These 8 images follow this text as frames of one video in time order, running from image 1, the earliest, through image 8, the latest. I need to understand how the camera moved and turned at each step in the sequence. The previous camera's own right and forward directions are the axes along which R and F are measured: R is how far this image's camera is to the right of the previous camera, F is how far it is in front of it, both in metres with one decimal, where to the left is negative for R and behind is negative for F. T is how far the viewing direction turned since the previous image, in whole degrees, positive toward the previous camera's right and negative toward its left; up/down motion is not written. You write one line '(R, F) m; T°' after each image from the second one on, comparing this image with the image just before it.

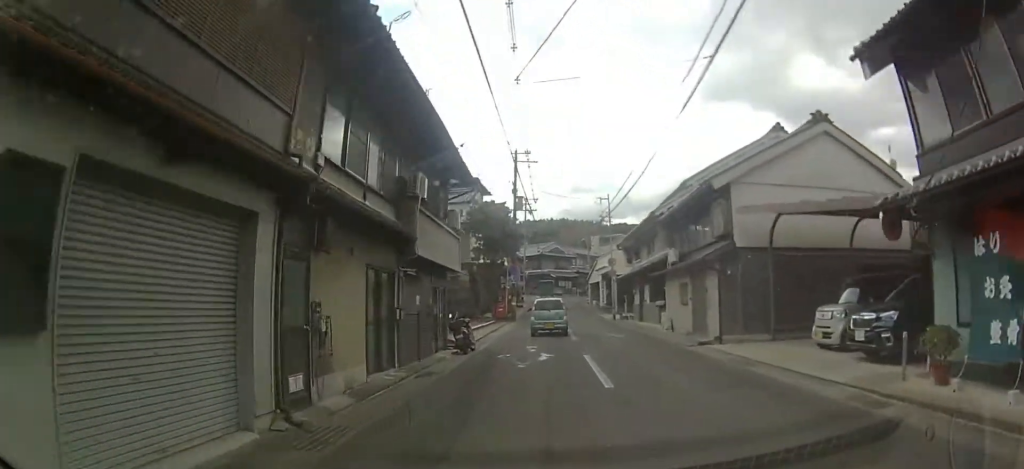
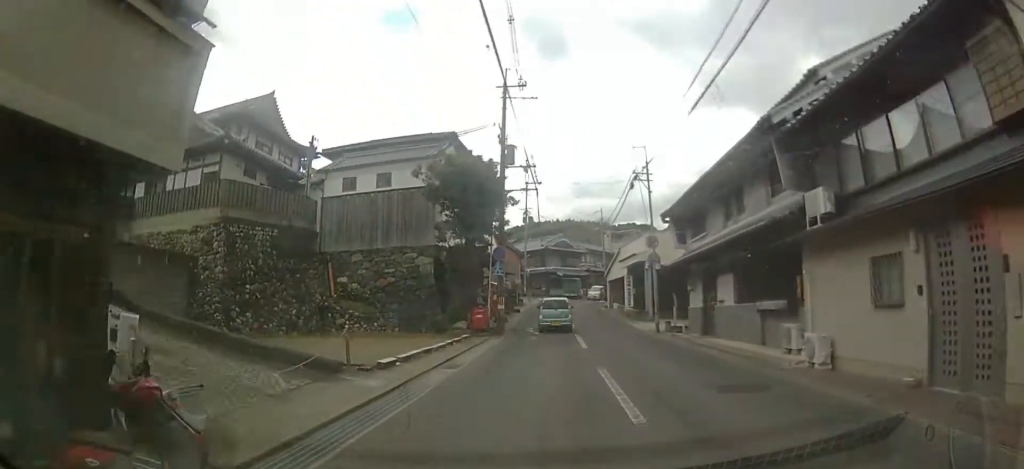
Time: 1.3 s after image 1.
(+0.1, +11.9) m; -1°
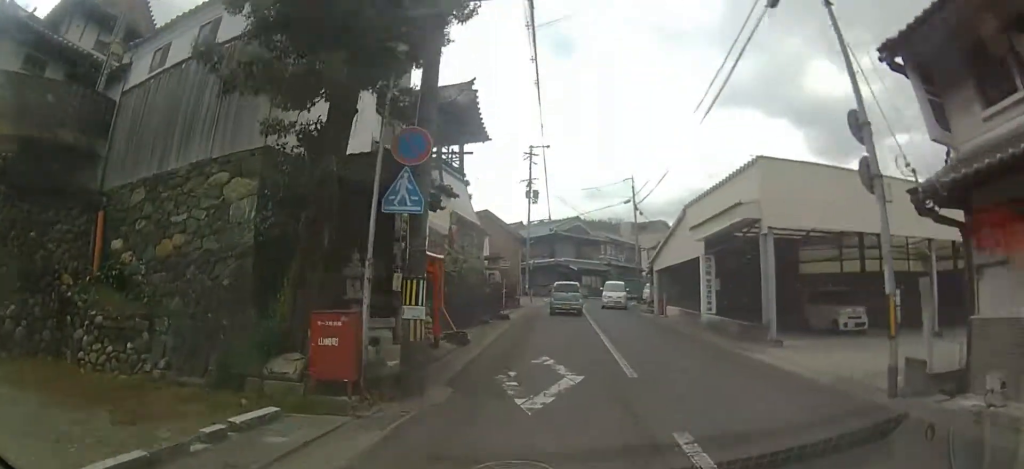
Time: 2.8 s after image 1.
(-0.2, +13.9) m; -1°
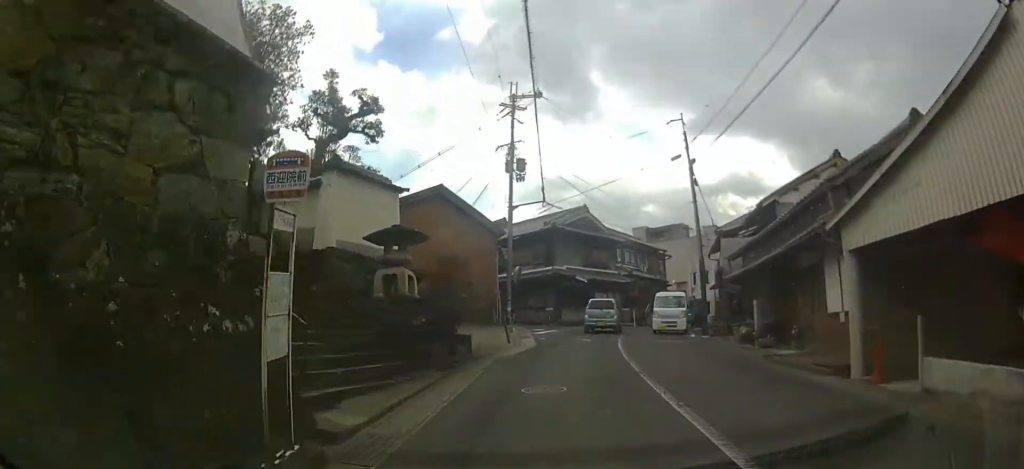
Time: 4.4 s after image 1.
(-0.7, +16.7) m; -3°
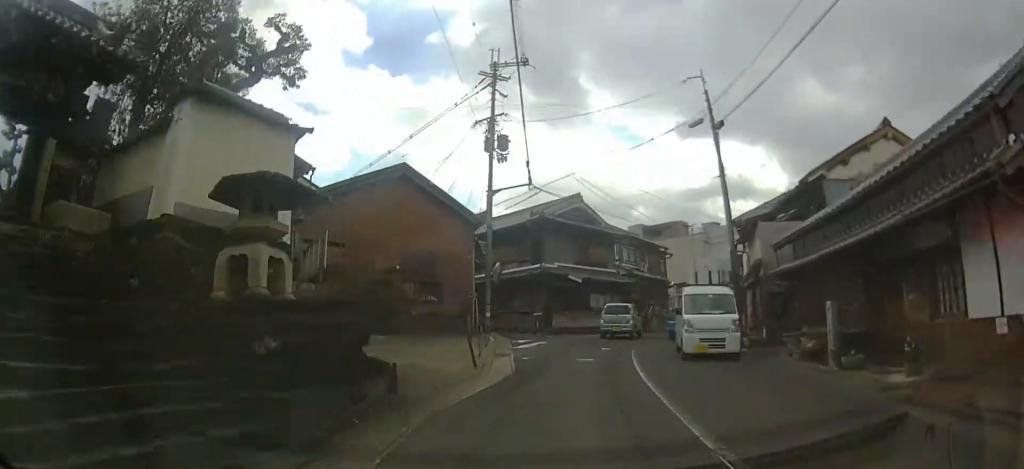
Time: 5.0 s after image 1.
(-0.2, +5.6) m; 0°
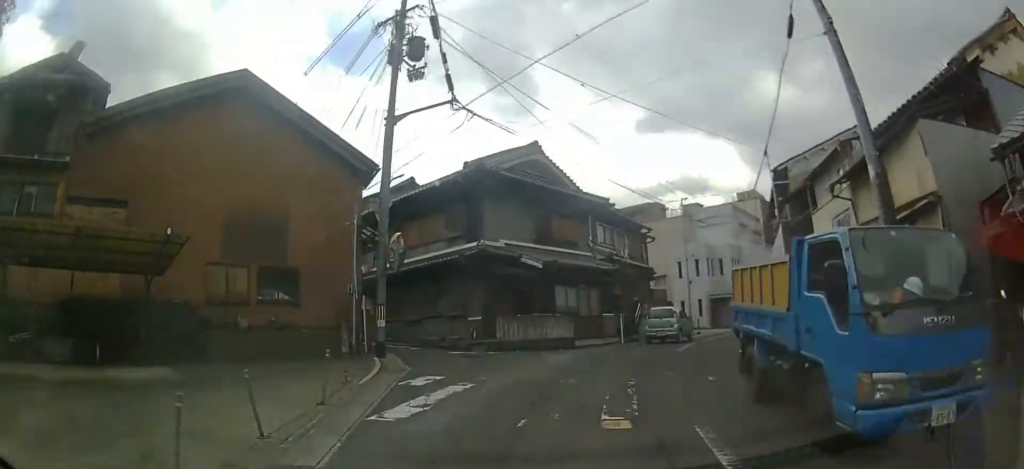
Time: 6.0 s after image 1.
(+0.4, +11.0) m; +4°
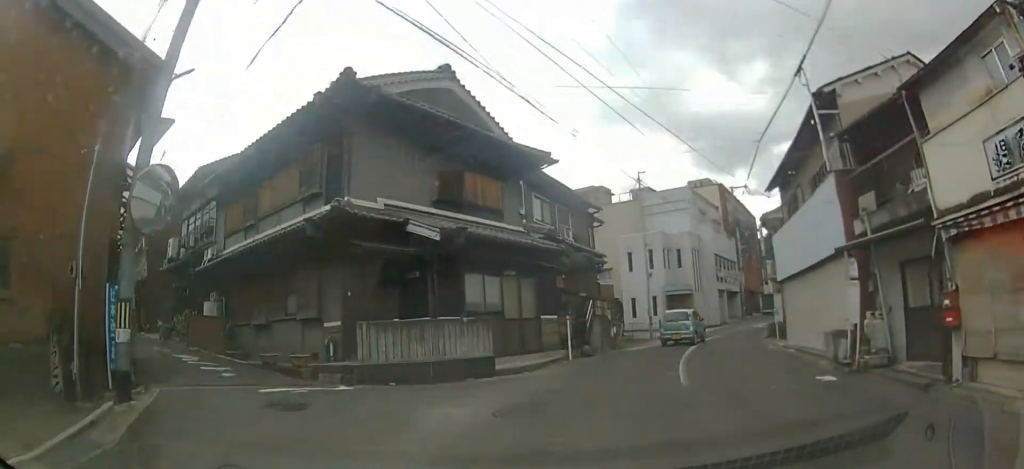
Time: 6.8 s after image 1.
(+0.3, +8.0) m; +3°
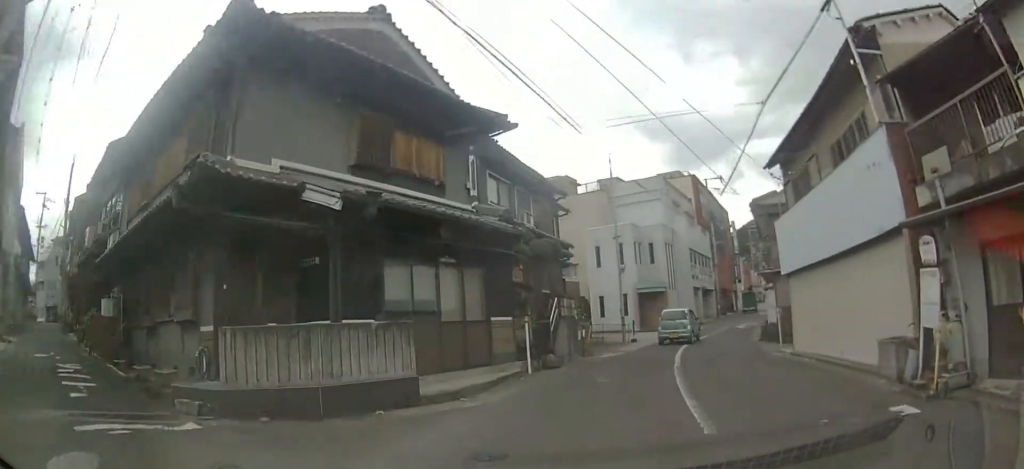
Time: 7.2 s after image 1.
(0.0, +4.0) m; +2°
